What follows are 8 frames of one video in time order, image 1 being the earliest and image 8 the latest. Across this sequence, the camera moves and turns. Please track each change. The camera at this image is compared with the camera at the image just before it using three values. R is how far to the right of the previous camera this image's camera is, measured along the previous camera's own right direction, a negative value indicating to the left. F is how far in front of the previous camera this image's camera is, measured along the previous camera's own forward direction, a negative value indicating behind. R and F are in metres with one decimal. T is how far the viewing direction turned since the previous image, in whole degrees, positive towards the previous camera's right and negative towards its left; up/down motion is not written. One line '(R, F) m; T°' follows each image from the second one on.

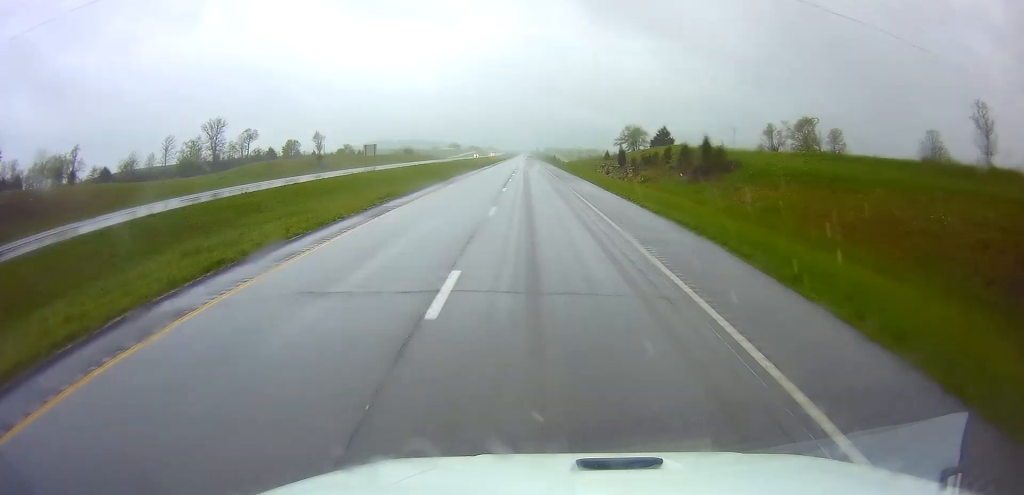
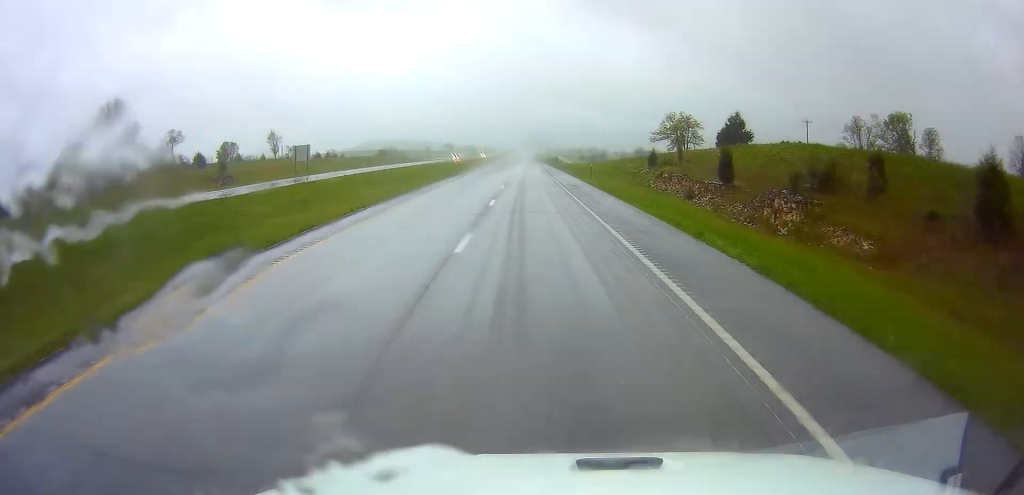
(-0.2, +44.1) m; 0°
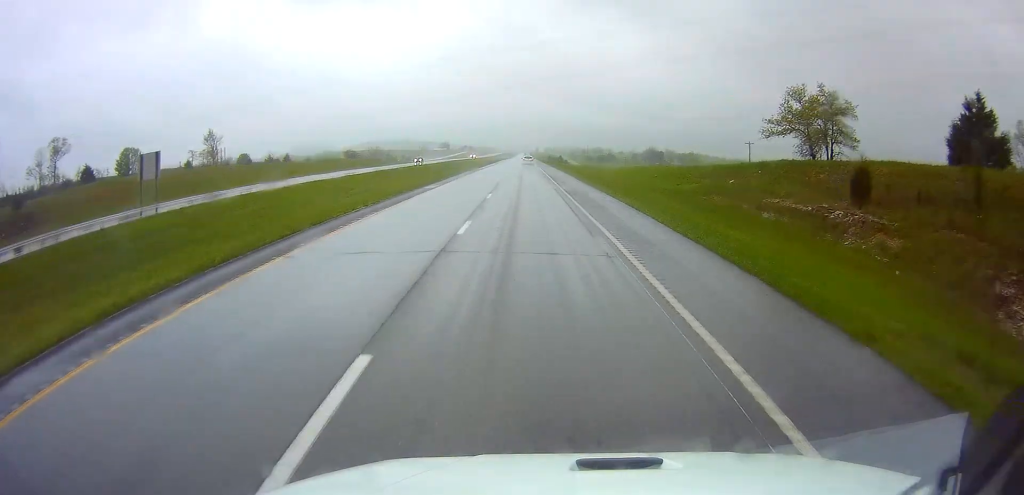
(+0.3, +46.2) m; 0°
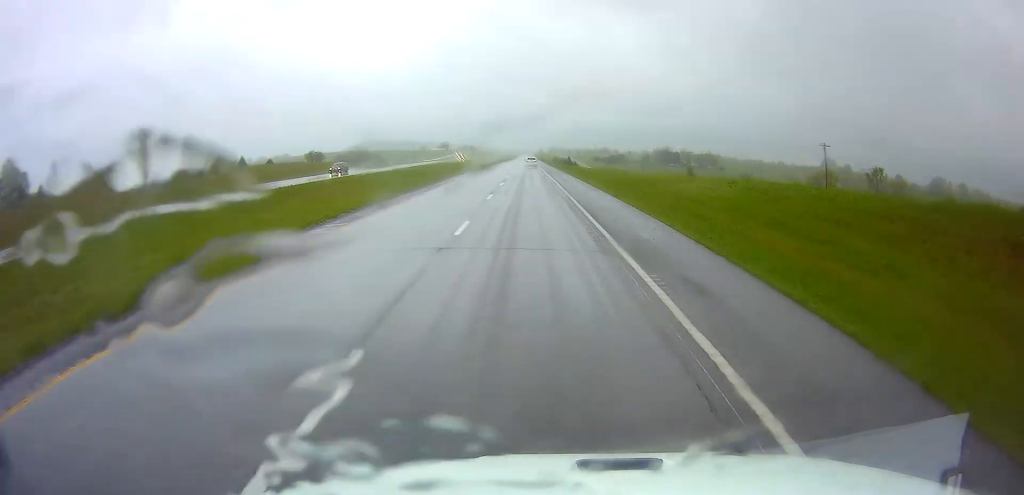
(-0.2, +37.0) m; 0°
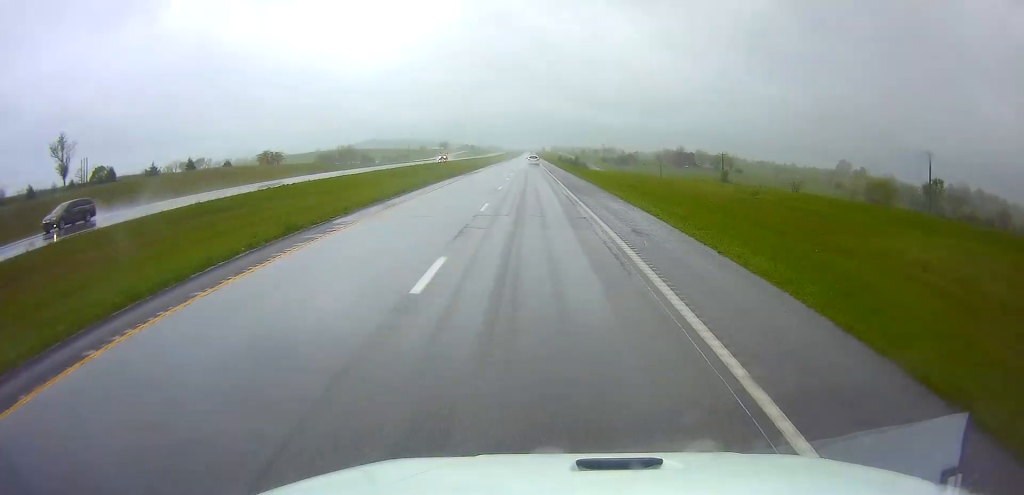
(0.0, +30.8) m; 0°
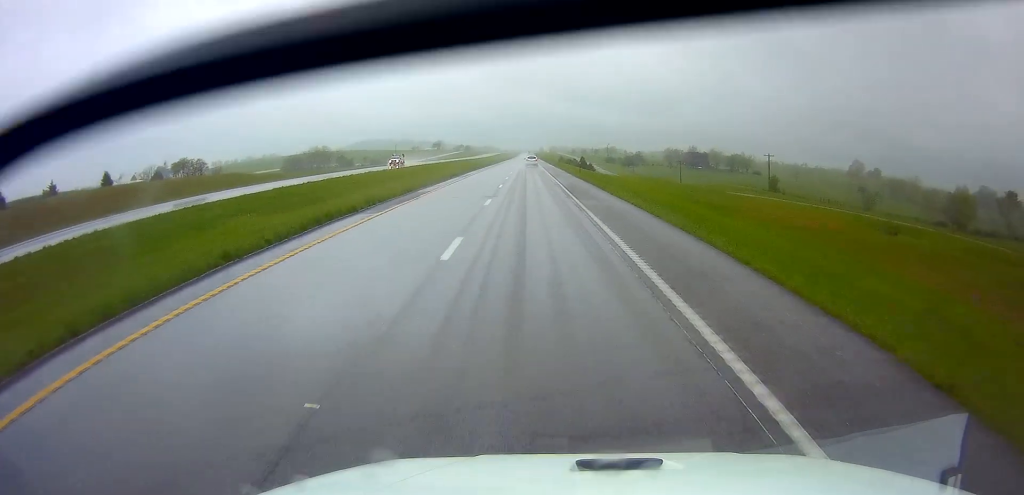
(0.0, +33.8) m; 0°
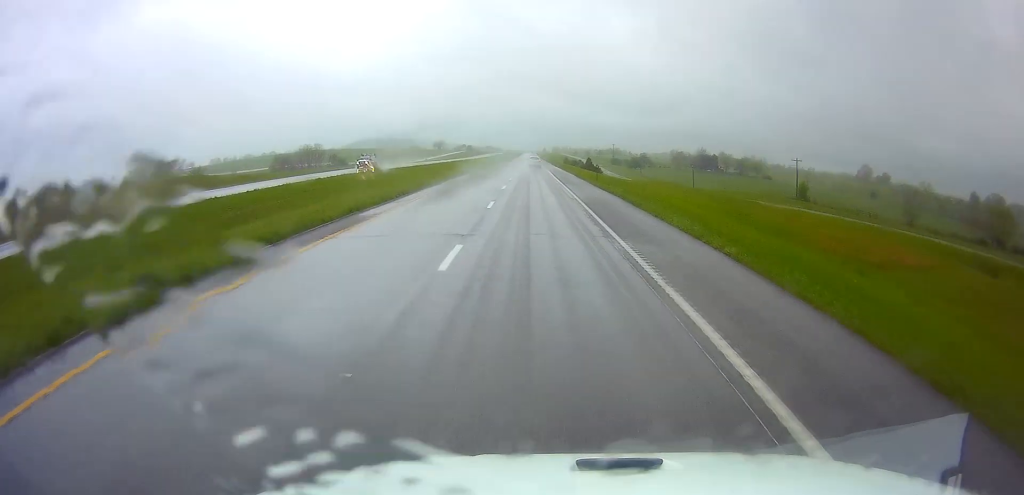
(0.0, +13.3) m; 0°
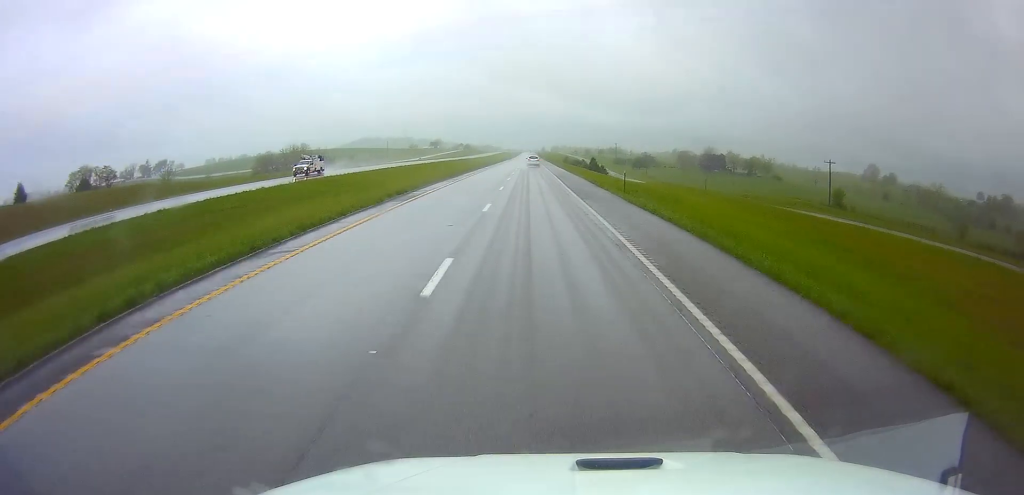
(0.0, +14.3) m; 0°
